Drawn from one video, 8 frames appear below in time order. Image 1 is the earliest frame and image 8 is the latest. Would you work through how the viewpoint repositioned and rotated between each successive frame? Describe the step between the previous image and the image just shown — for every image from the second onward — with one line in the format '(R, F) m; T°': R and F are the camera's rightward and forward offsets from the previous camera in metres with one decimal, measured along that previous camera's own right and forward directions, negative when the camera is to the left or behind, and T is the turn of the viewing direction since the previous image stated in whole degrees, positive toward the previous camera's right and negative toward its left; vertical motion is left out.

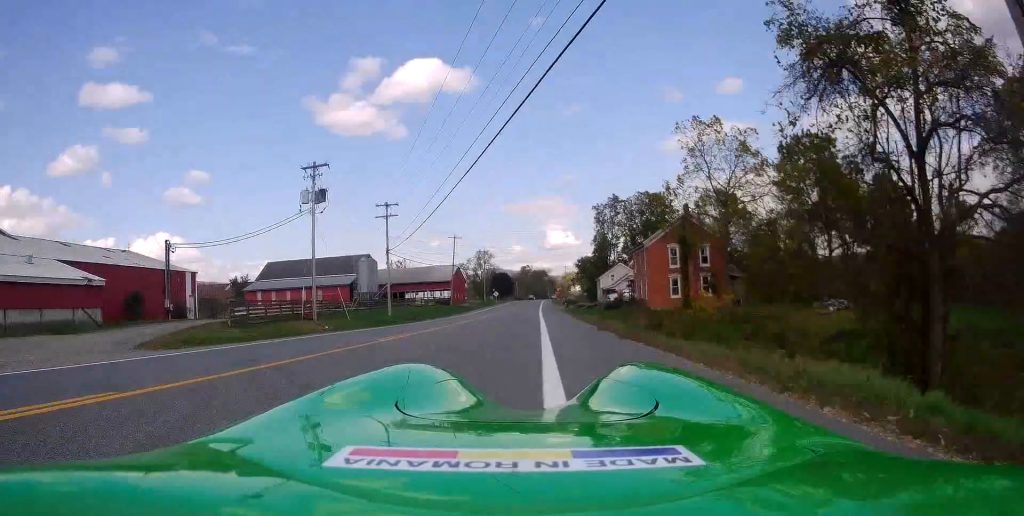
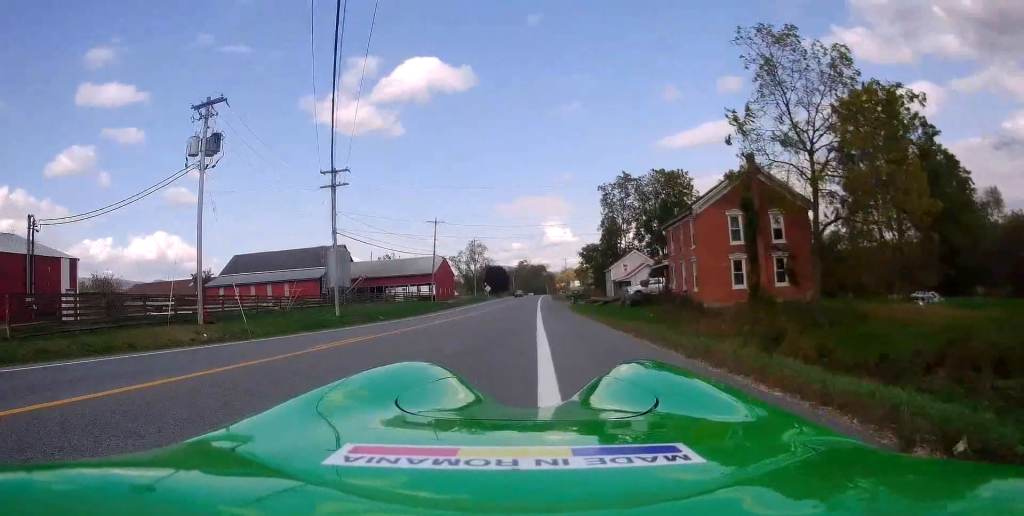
(-0.1, +15.9) m; 0°
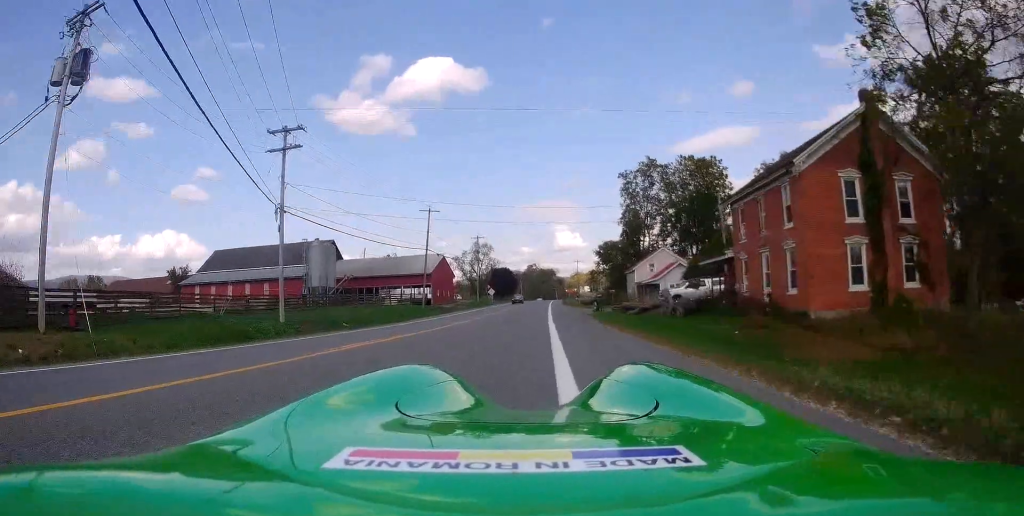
(0.0, +12.0) m; 0°
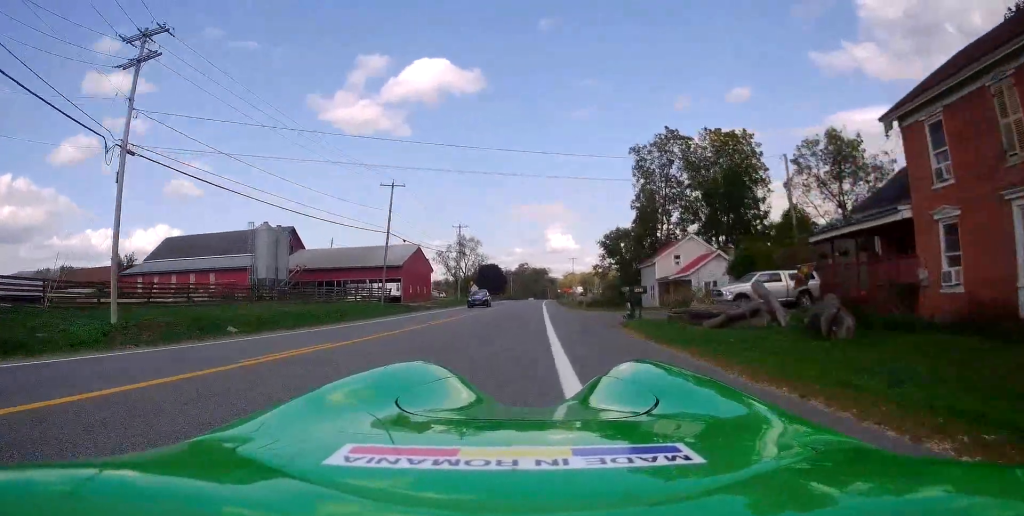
(-0.1, +14.8) m; -1°
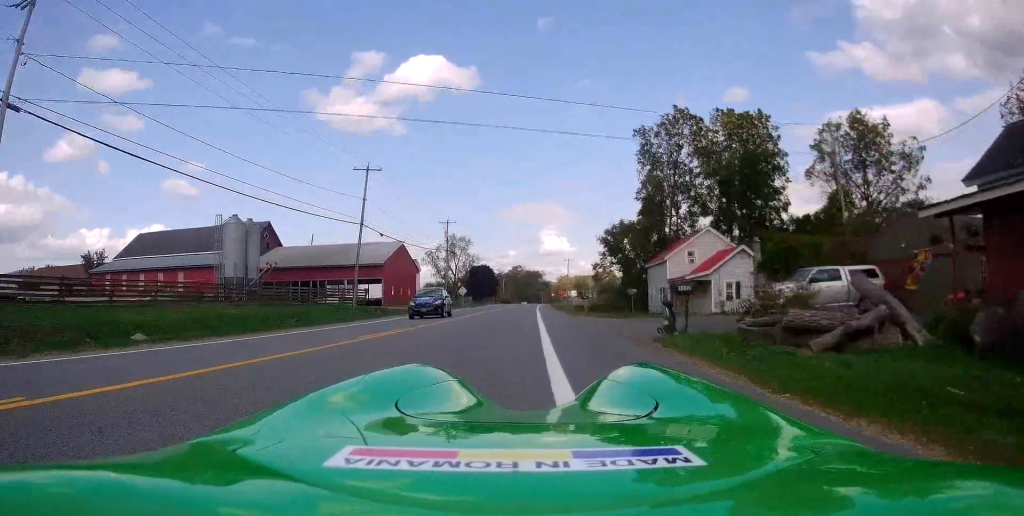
(+0.1, +6.6) m; -1°
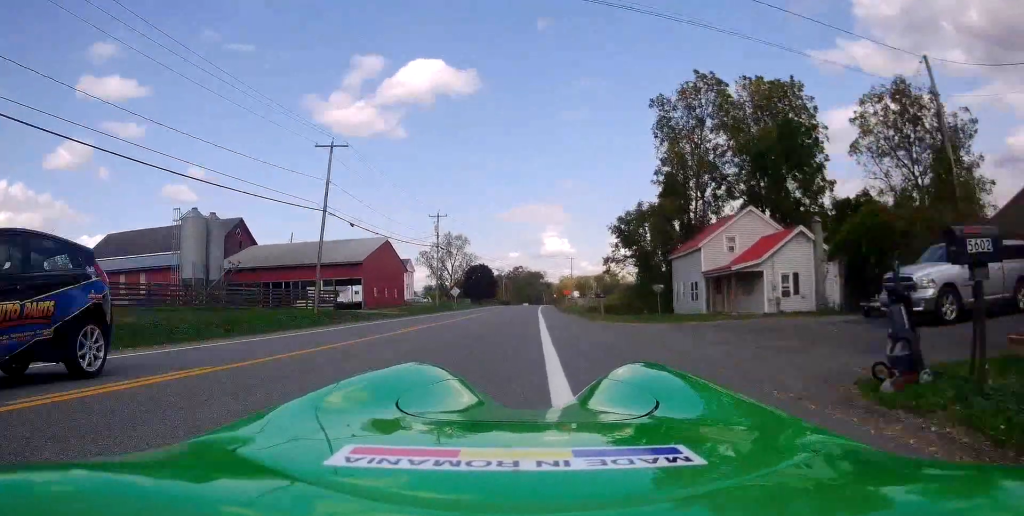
(-0.2, +8.7) m; +1°
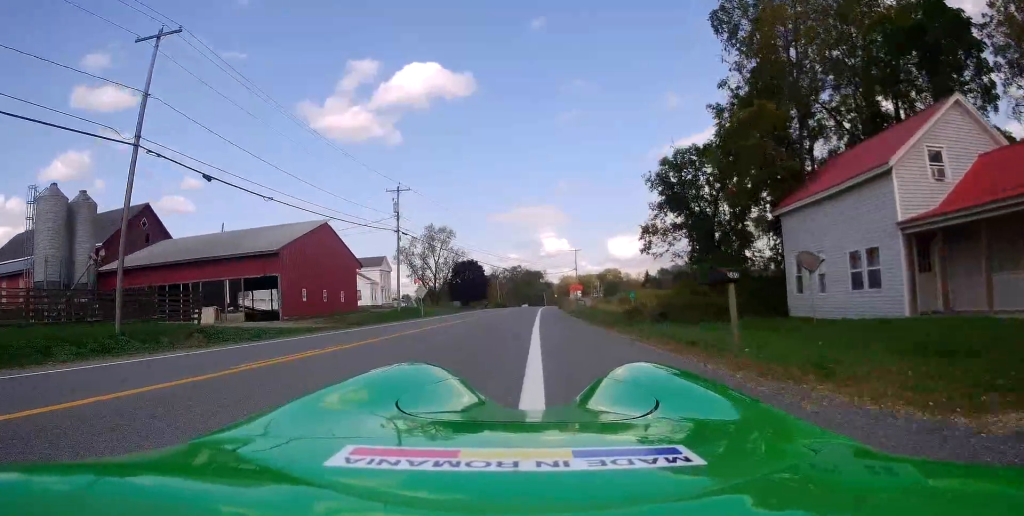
(+0.7, +20.2) m; +3°
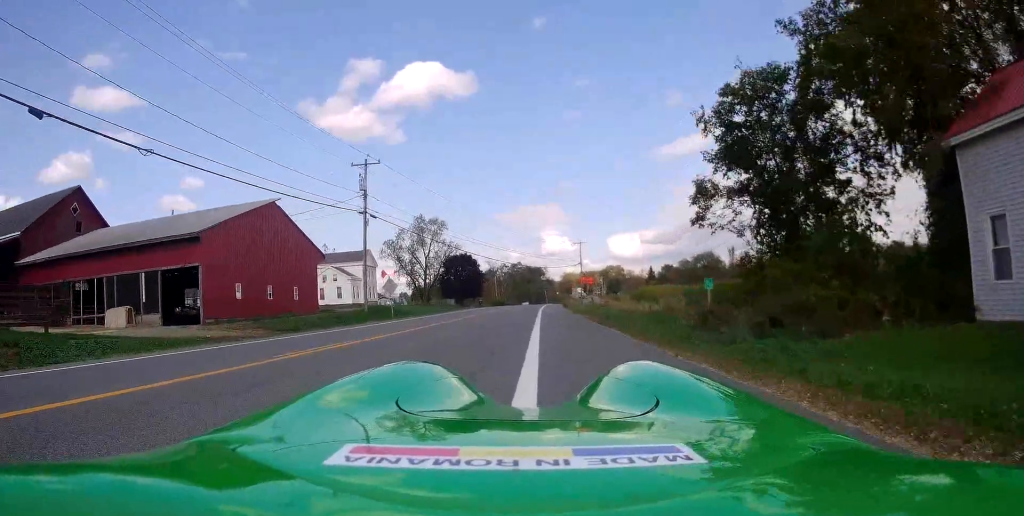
(-0.2, +10.9) m; 0°
